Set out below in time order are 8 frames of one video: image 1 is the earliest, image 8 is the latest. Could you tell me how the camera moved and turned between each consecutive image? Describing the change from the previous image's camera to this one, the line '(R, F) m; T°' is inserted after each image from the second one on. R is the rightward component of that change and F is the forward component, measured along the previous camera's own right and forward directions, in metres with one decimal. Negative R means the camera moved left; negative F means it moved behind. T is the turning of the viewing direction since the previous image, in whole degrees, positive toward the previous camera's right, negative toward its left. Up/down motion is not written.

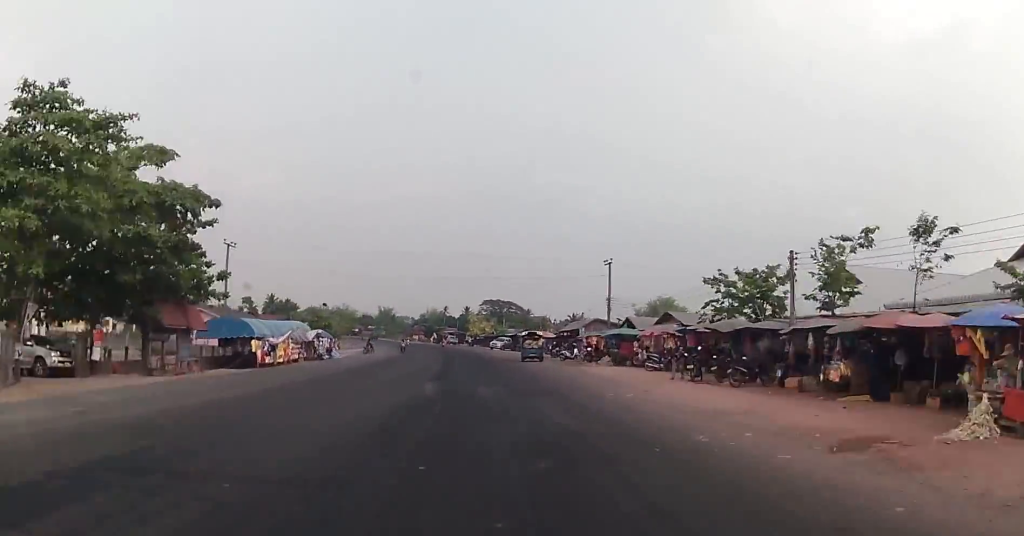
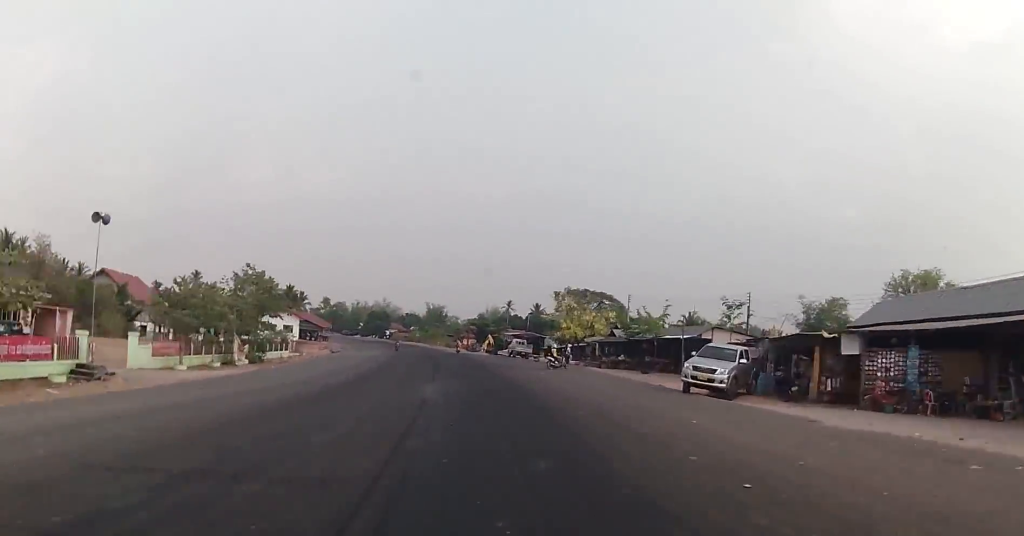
(-2.3, +70.5) m; -5°
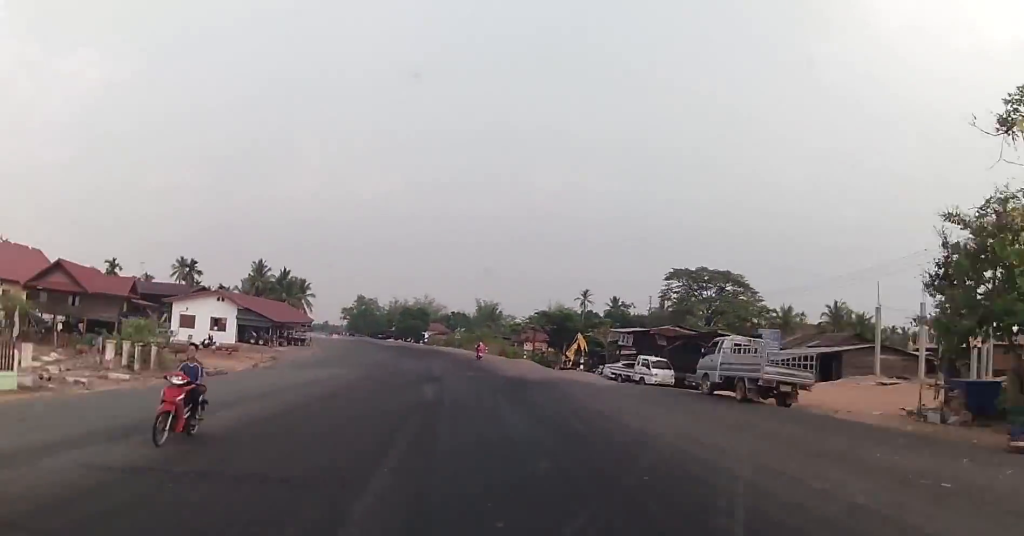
(-2.0, +44.7) m; -5°
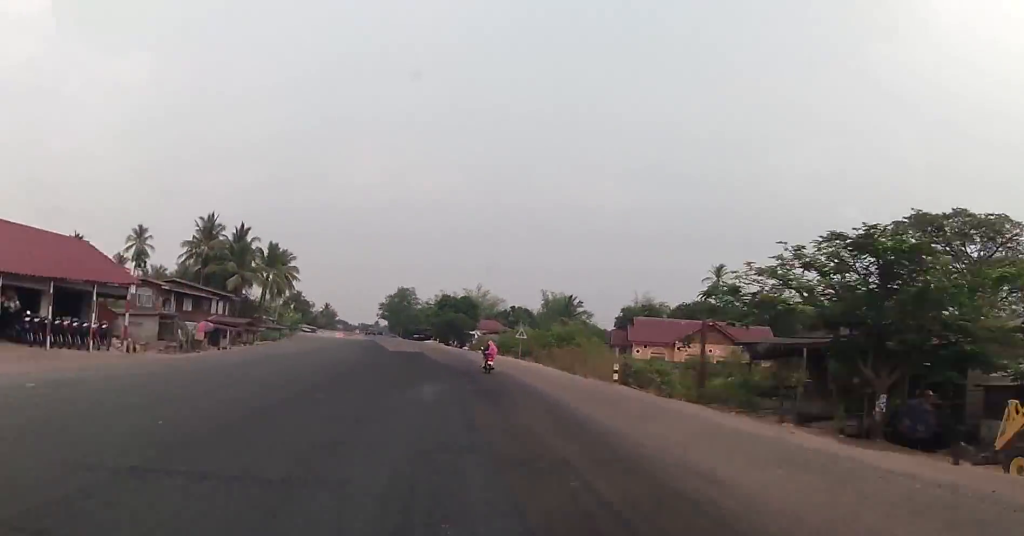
(-1.5, +45.2) m; -5°
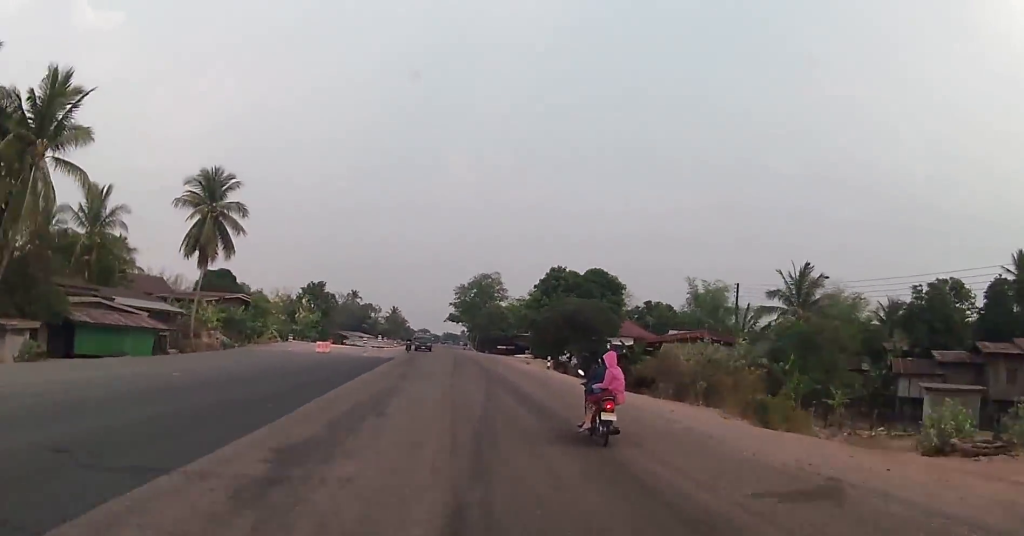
(-4.1, +61.4) m; -7°
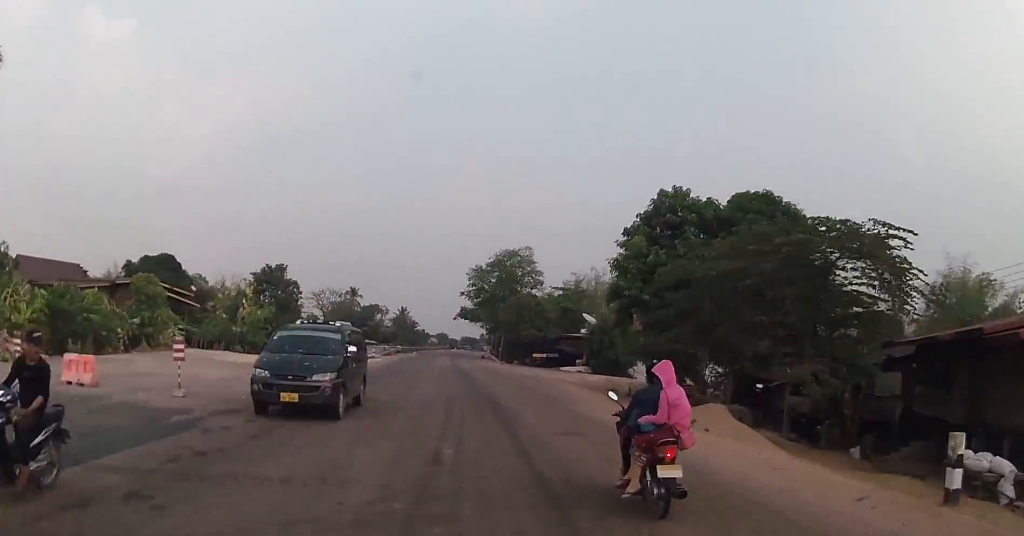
(-1.7, +39.7) m; -3°
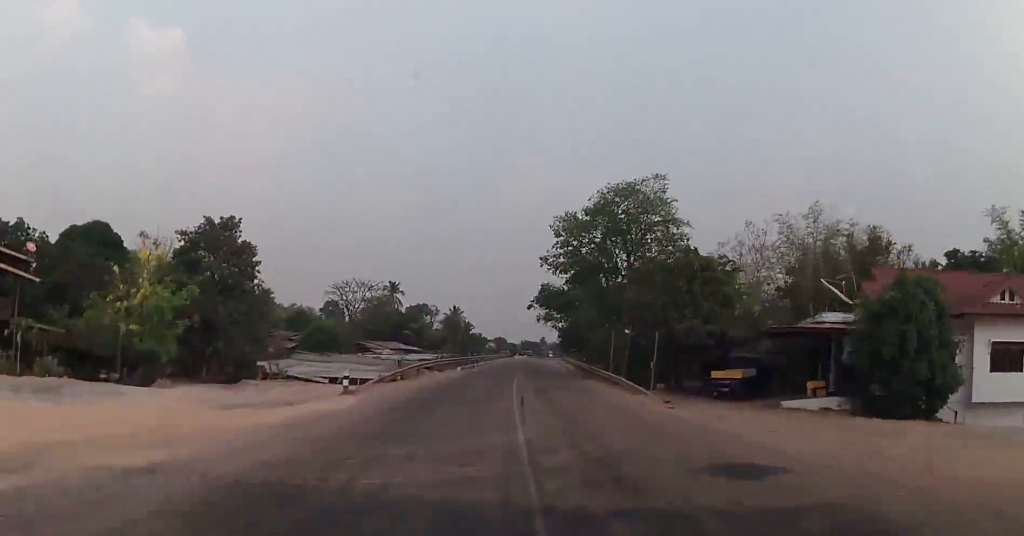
(-0.7, +40.7) m; 0°
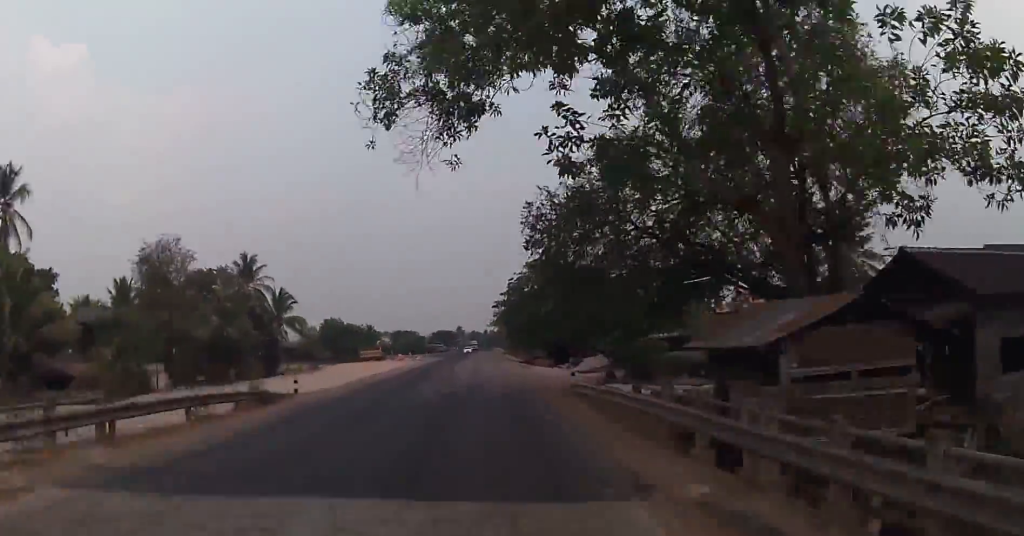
(+3.8, +120.8) m; +3°
